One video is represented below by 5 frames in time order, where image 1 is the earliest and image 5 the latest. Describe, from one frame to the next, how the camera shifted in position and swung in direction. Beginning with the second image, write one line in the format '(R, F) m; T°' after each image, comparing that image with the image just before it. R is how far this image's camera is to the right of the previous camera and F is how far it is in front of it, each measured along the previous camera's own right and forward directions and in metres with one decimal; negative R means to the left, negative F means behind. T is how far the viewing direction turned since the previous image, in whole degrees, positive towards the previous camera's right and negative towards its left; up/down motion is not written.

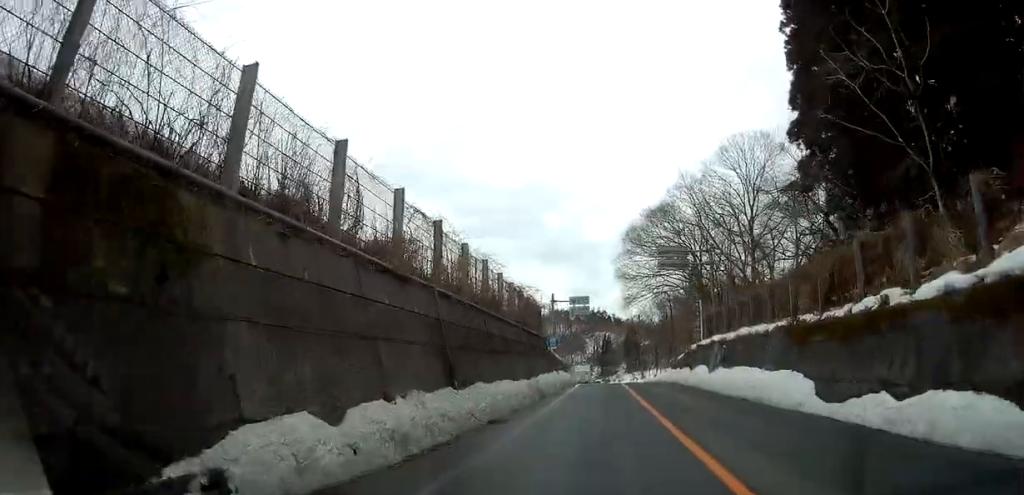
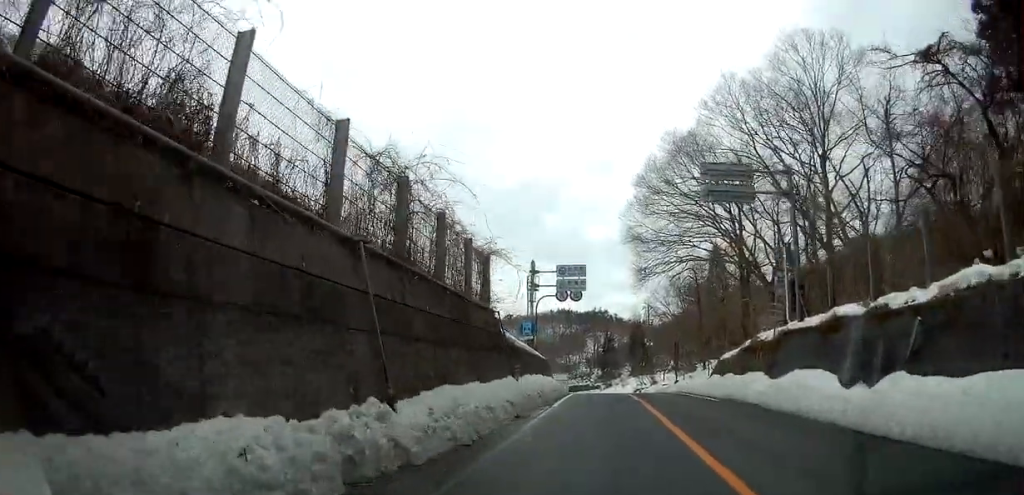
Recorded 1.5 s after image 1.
(+0.1, +18.3) m; -1°
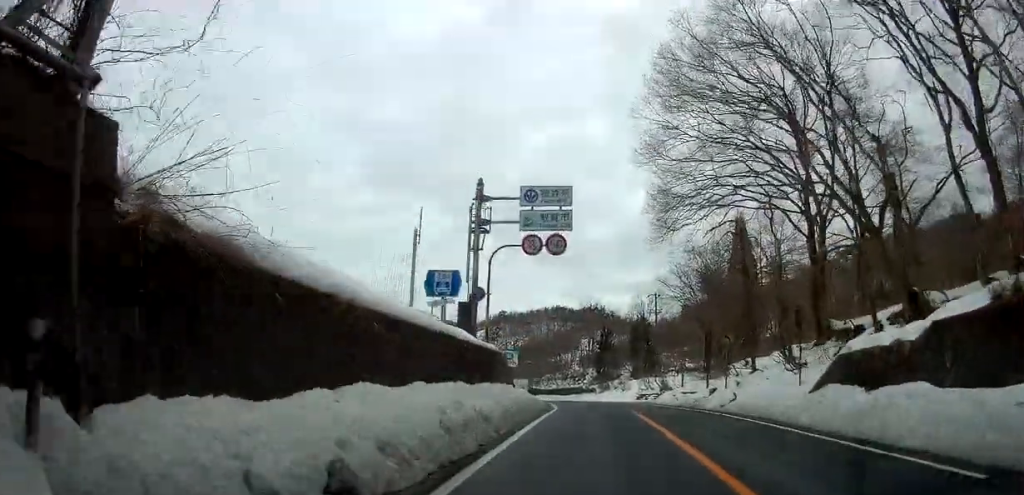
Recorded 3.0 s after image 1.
(-0.2, +16.9) m; 0°
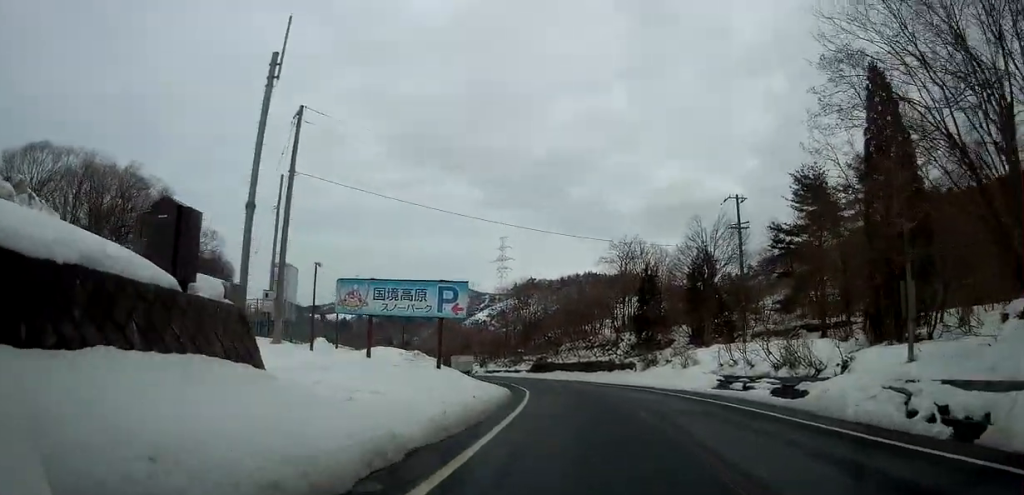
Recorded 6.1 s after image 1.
(-0.2, +32.1) m; -4°
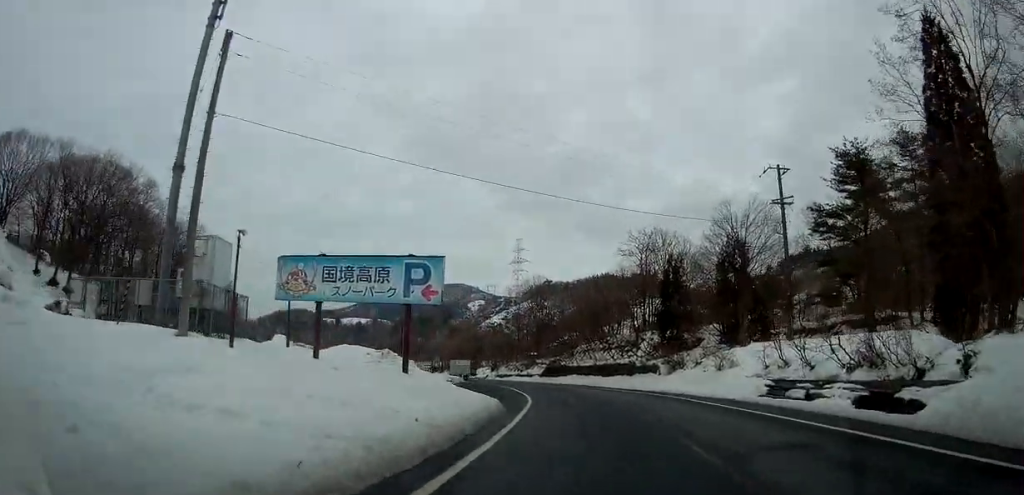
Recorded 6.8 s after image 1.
(-0.3, +7.0) m; -2°
